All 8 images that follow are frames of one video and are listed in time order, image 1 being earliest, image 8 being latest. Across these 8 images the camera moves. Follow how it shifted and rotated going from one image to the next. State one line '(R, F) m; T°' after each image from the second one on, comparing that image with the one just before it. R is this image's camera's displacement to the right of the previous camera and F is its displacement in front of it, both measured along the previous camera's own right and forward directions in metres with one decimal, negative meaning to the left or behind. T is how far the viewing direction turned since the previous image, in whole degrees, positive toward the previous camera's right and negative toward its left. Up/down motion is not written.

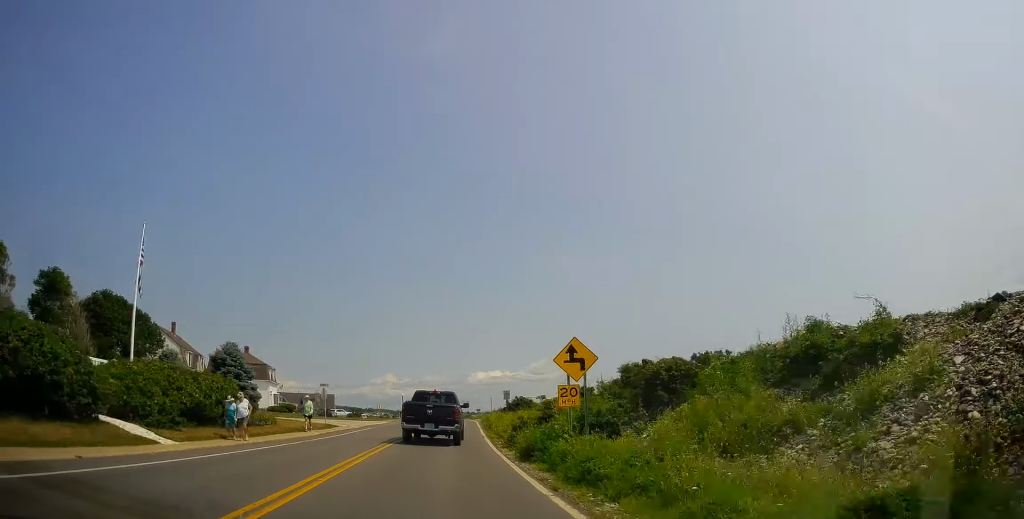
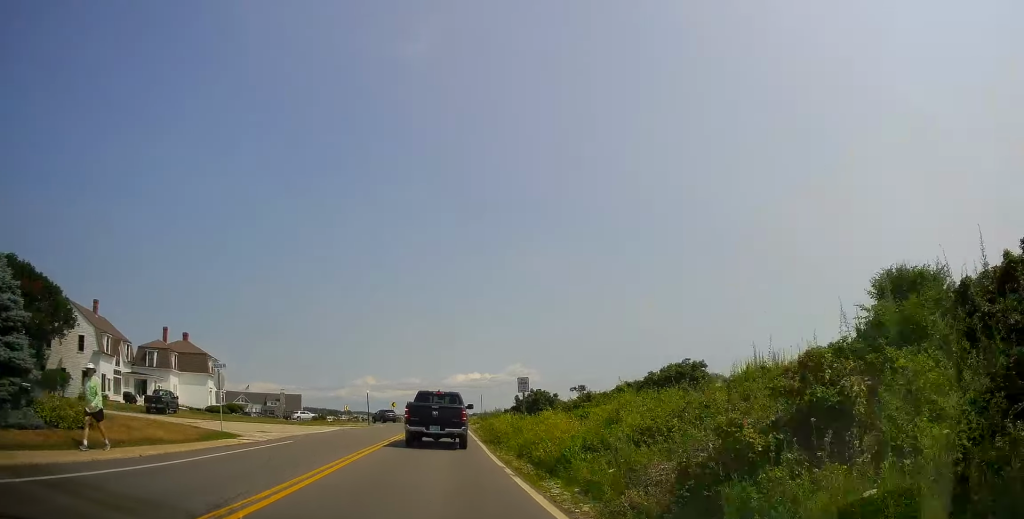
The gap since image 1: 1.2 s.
(+0.1, +16.3) m; +3°
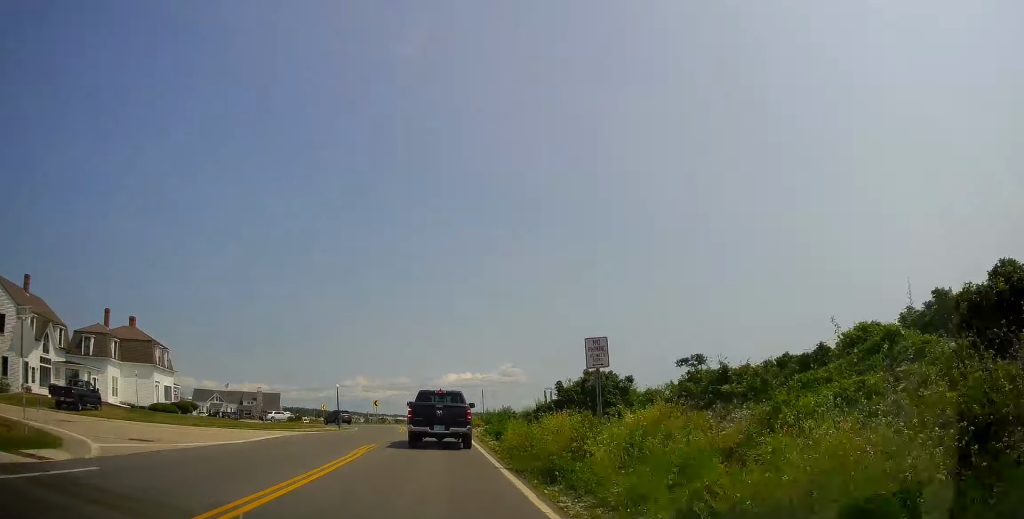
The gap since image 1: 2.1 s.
(+0.5, +12.2) m; +3°
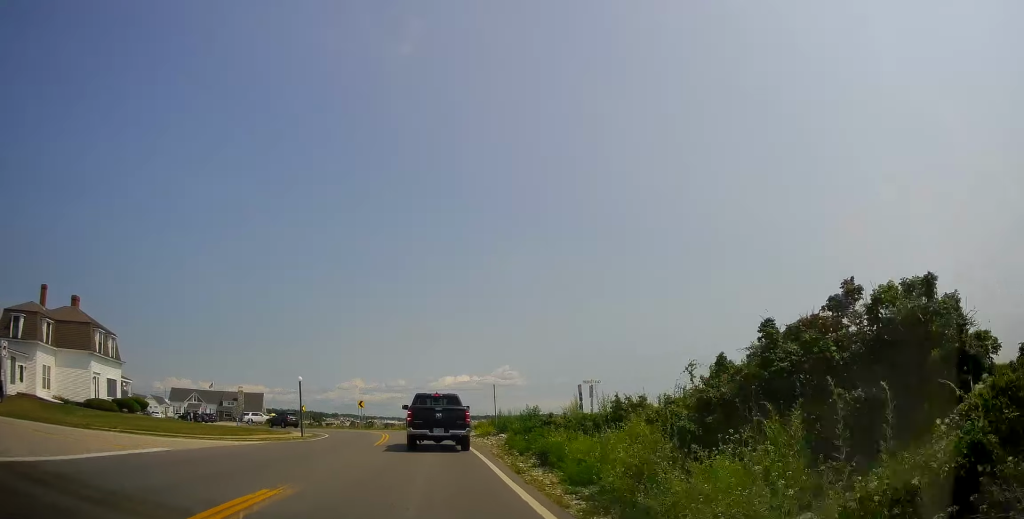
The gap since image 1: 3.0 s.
(+0.1, +11.3) m; -1°
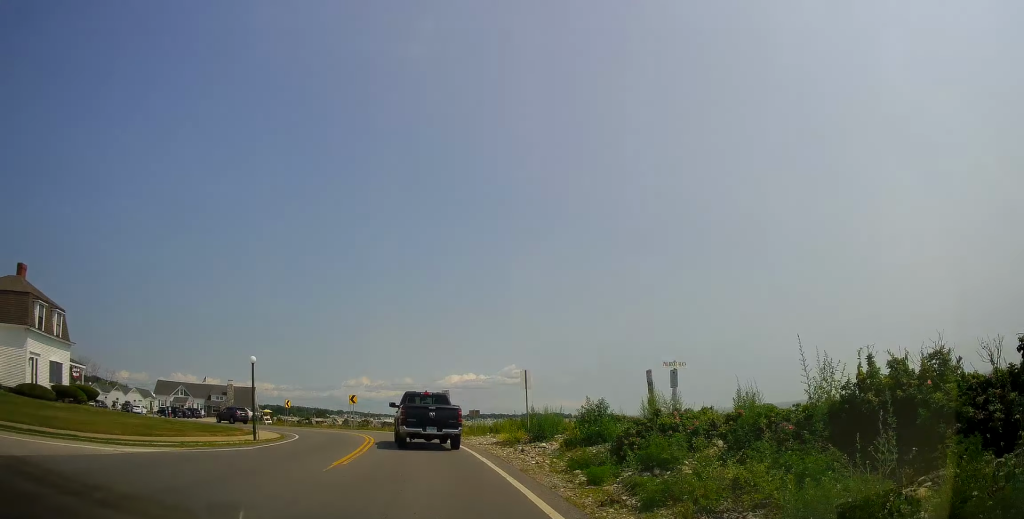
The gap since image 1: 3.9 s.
(-0.2, +9.5) m; -2°
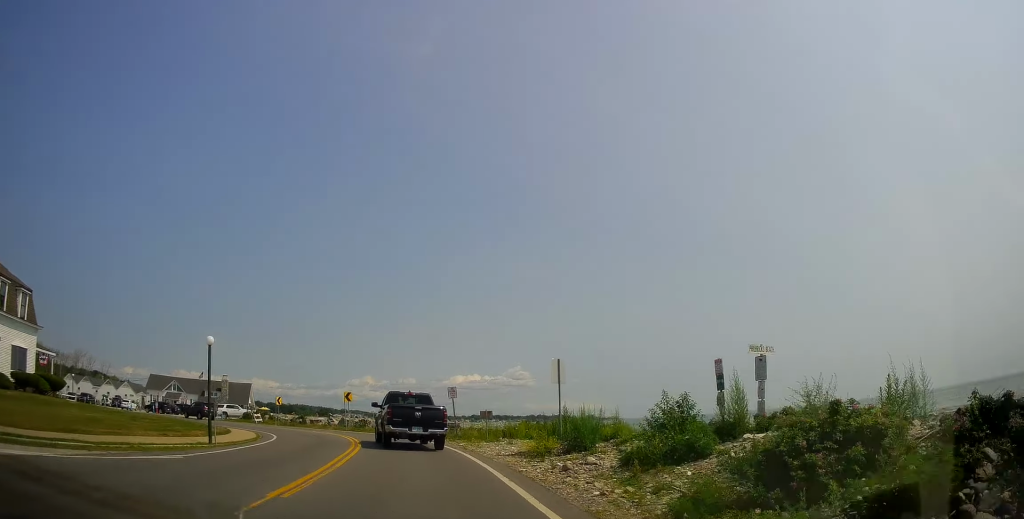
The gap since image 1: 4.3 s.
(-0.1, +5.3) m; -1°
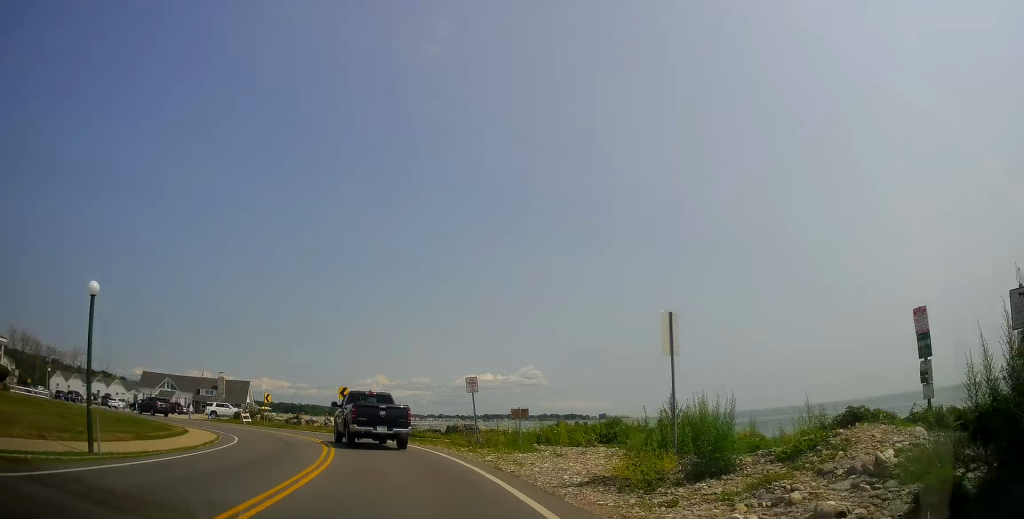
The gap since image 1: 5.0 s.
(0.0, +7.7) m; -1°
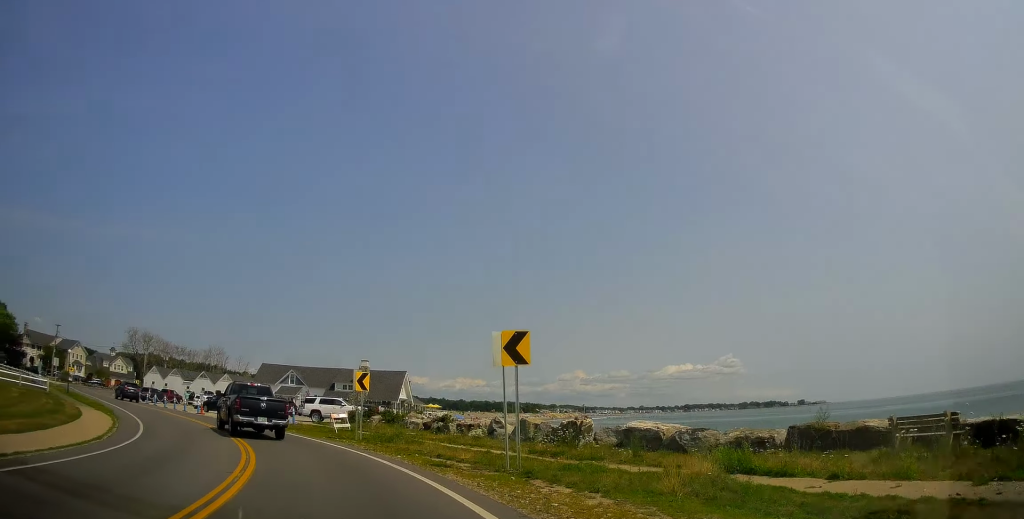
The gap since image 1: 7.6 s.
(-3.5, +25.9) m; -23°
